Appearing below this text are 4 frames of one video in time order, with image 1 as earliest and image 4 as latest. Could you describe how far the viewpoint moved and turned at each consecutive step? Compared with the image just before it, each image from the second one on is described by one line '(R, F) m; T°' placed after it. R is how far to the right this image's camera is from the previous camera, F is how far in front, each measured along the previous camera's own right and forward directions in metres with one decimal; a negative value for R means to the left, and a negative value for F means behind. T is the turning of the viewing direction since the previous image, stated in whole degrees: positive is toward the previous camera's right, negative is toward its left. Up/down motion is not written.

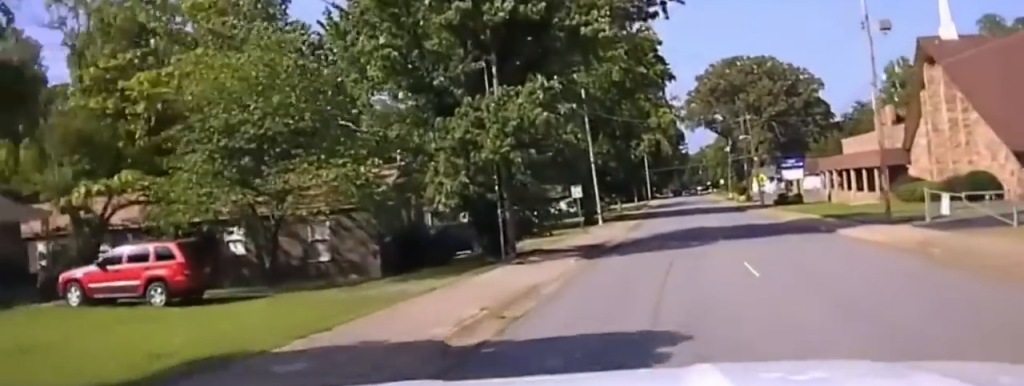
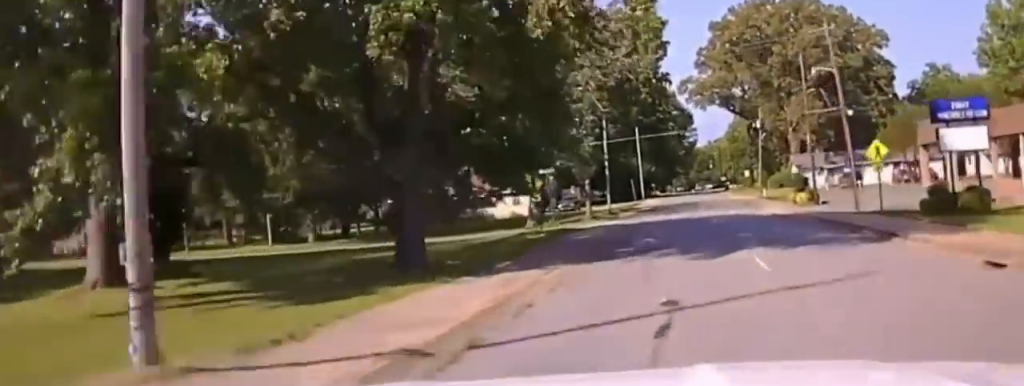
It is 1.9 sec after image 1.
(+0.2, +50.2) m; 0°
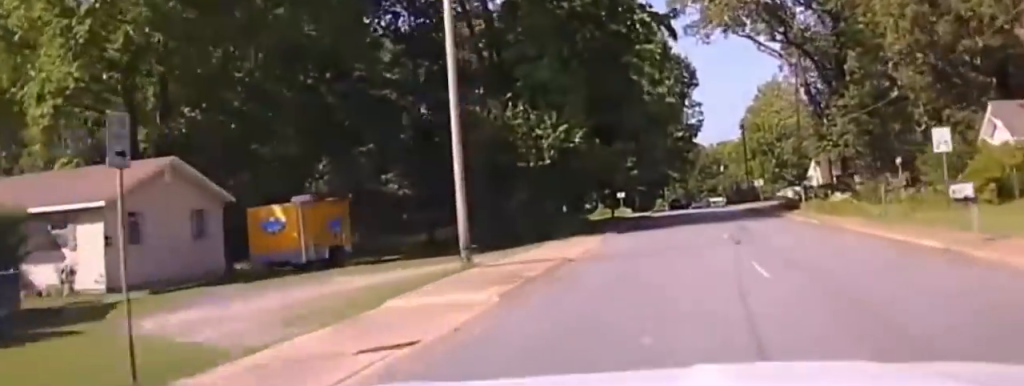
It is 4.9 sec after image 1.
(-0.8, +81.3) m; -1°
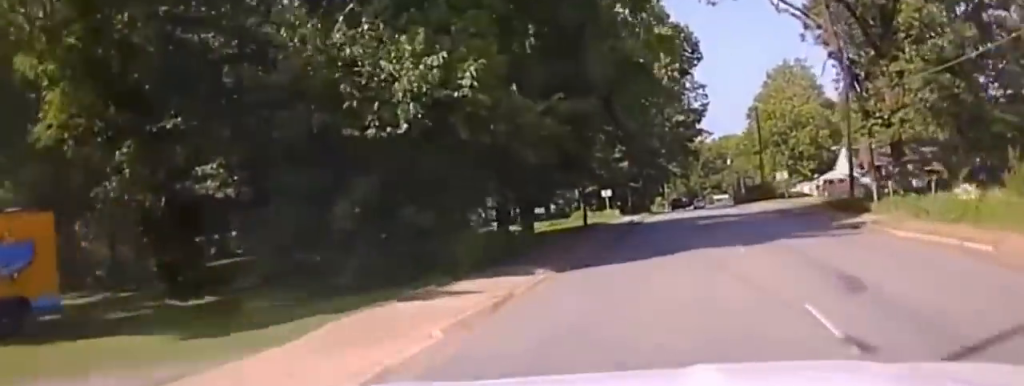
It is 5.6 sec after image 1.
(0.0, +16.7) m; 0°
